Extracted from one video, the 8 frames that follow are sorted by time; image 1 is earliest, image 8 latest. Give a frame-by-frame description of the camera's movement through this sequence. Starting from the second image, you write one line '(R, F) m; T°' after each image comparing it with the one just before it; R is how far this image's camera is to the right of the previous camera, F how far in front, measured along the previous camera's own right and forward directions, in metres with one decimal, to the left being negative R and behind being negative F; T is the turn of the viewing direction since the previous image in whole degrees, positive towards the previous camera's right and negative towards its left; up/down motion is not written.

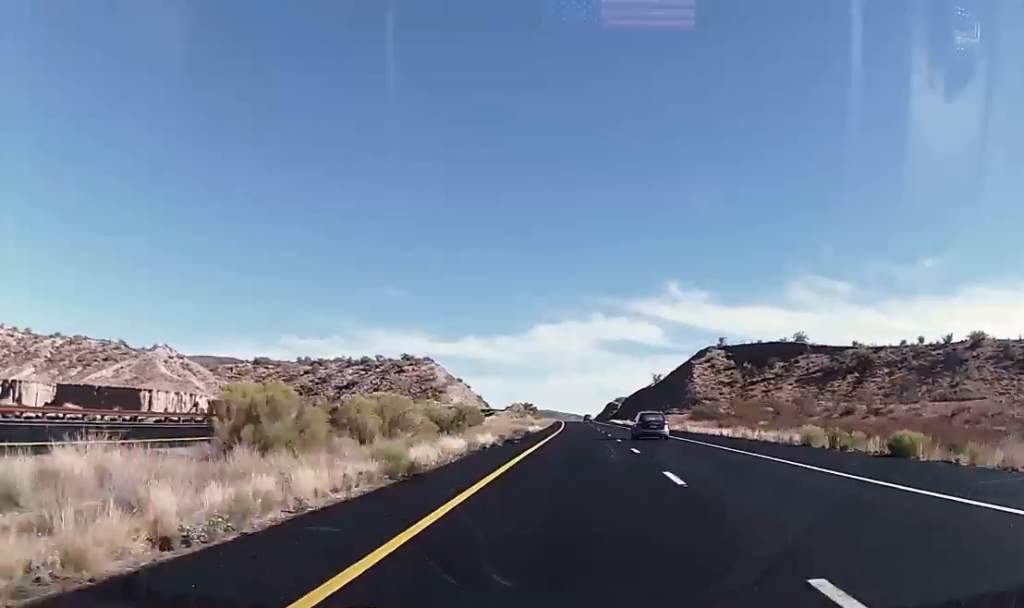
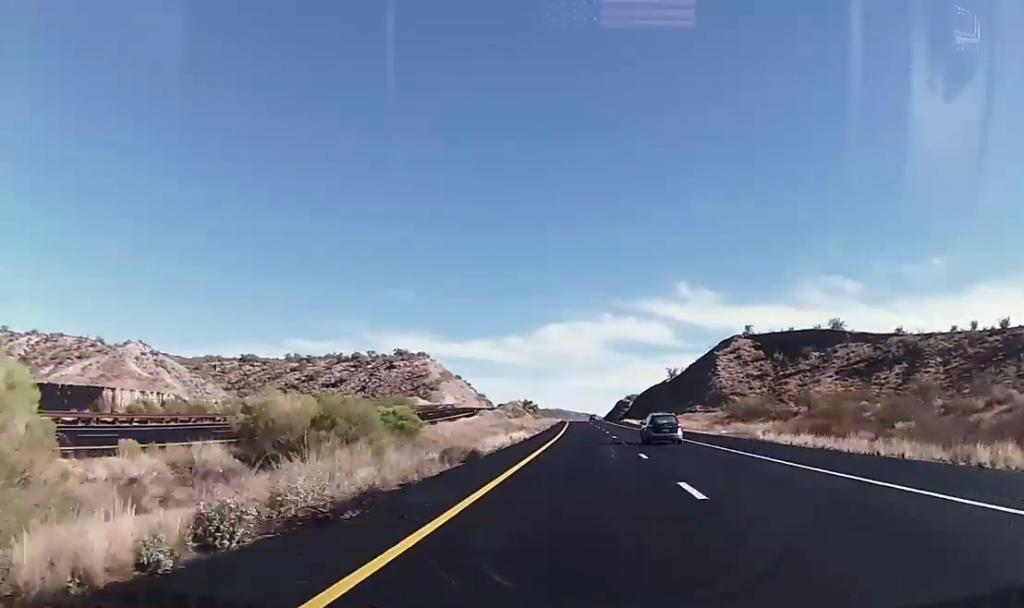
(0.0, +25.9) m; 0°
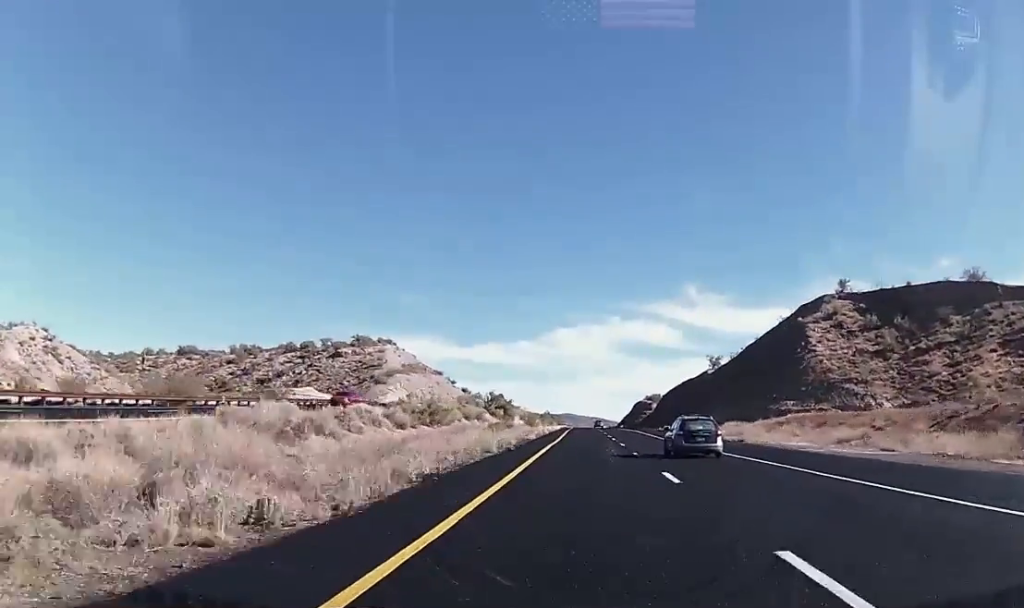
(-0.6, +68.7) m; -1°
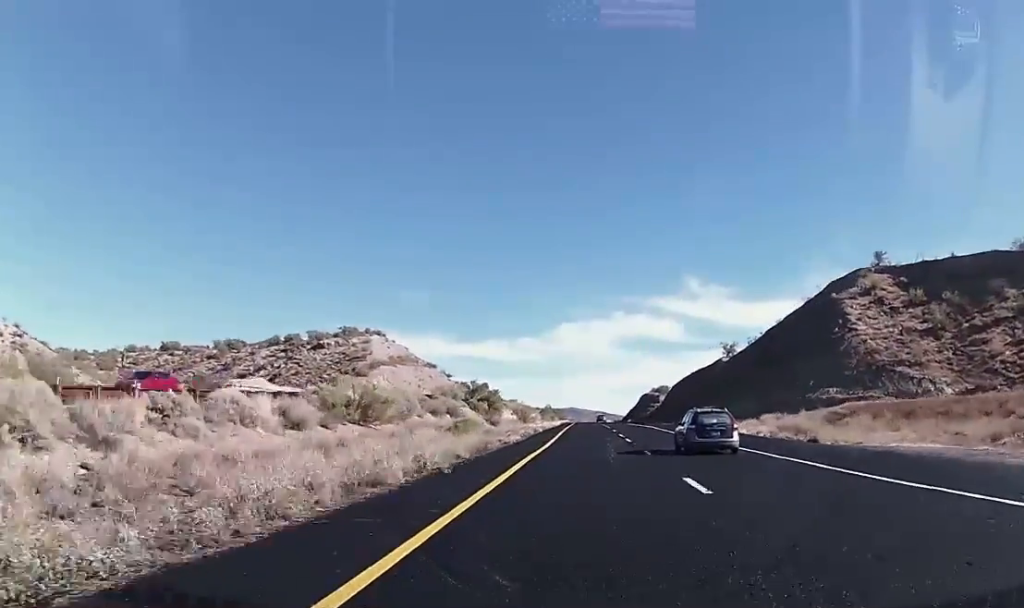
(0.0, +15.9) m; -1°
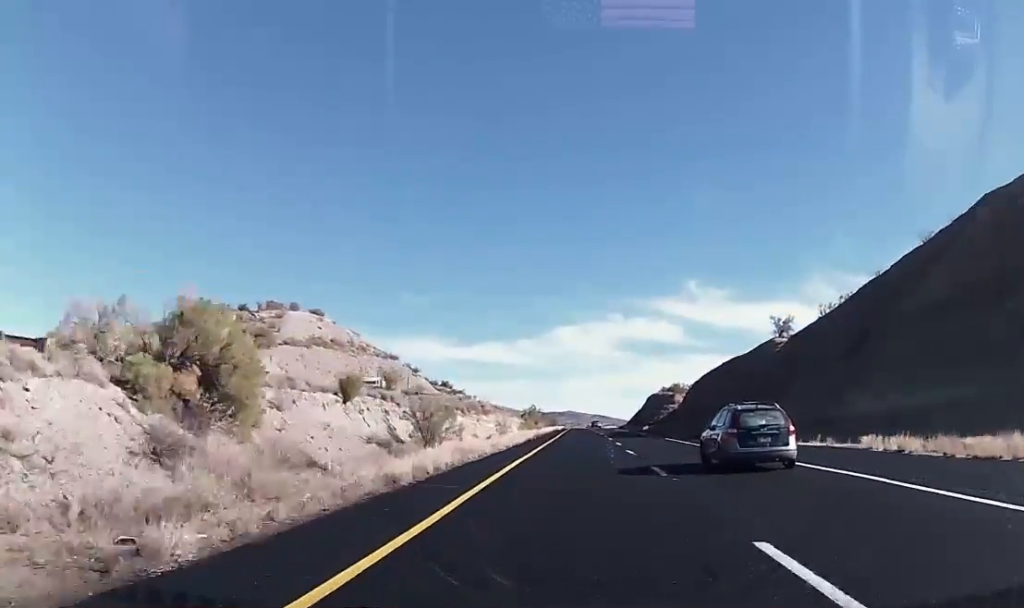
(-0.7, +51.2) m; 0°
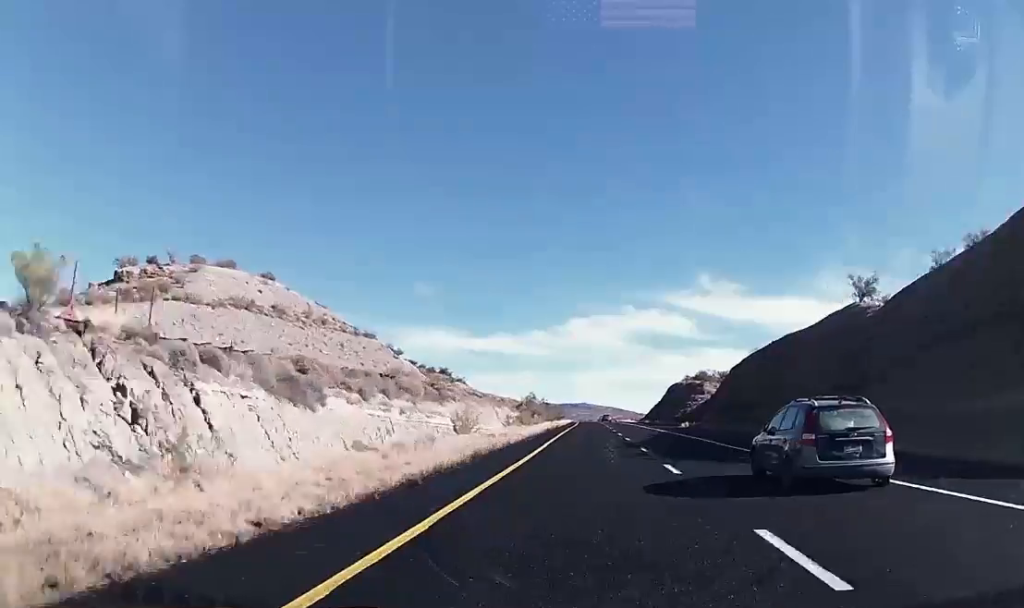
(+0.4, +32.9) m; 0°
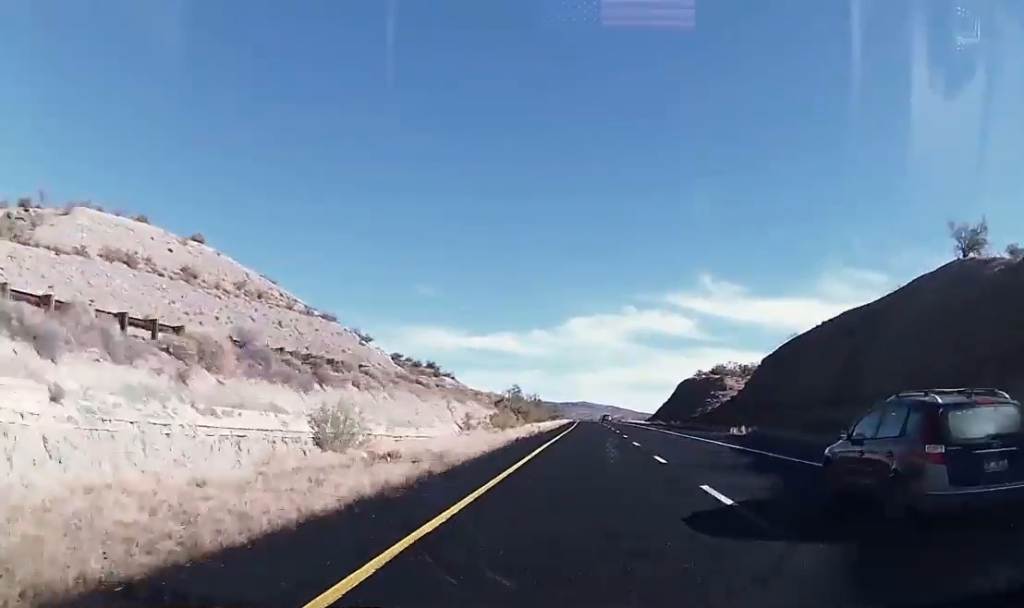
(-0.3, +28.0) m; -1°
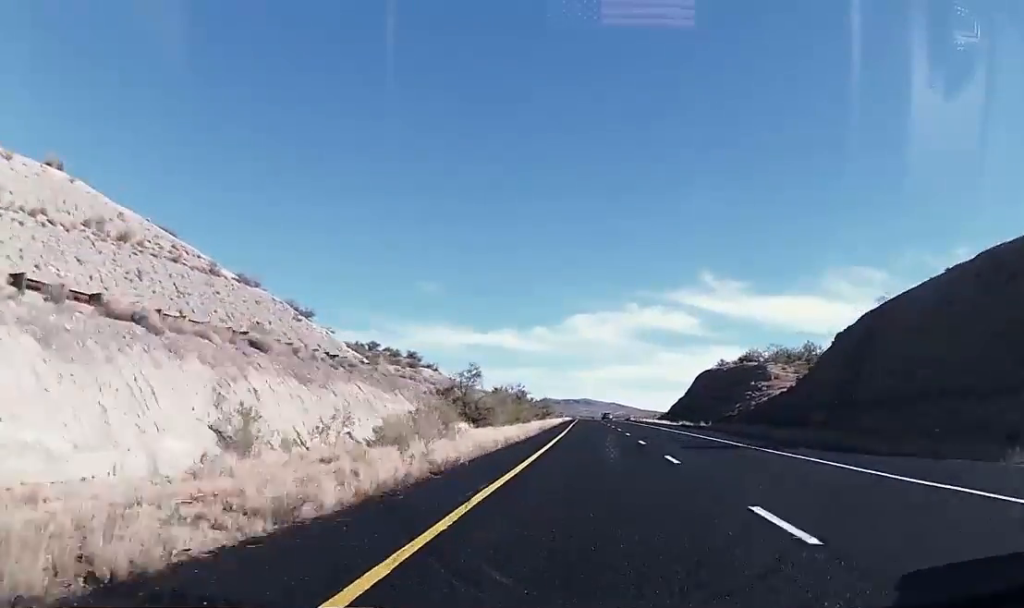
(-0.5, +36.8) m; 0°
